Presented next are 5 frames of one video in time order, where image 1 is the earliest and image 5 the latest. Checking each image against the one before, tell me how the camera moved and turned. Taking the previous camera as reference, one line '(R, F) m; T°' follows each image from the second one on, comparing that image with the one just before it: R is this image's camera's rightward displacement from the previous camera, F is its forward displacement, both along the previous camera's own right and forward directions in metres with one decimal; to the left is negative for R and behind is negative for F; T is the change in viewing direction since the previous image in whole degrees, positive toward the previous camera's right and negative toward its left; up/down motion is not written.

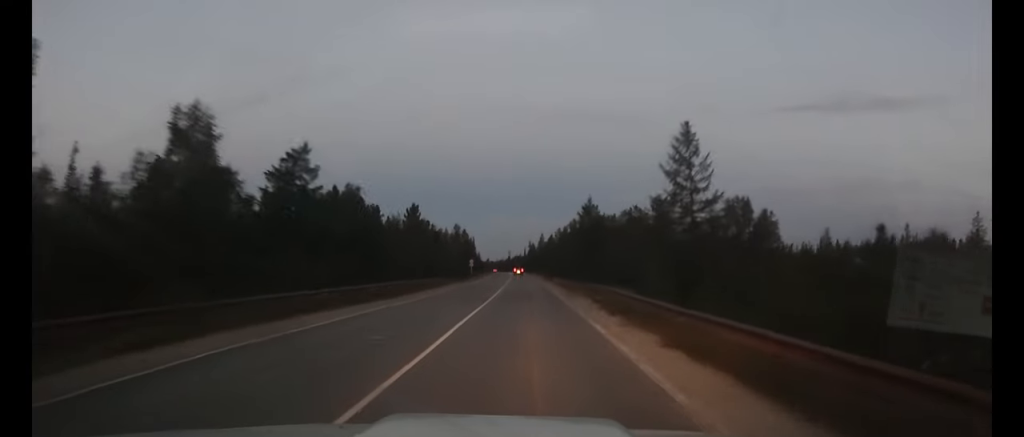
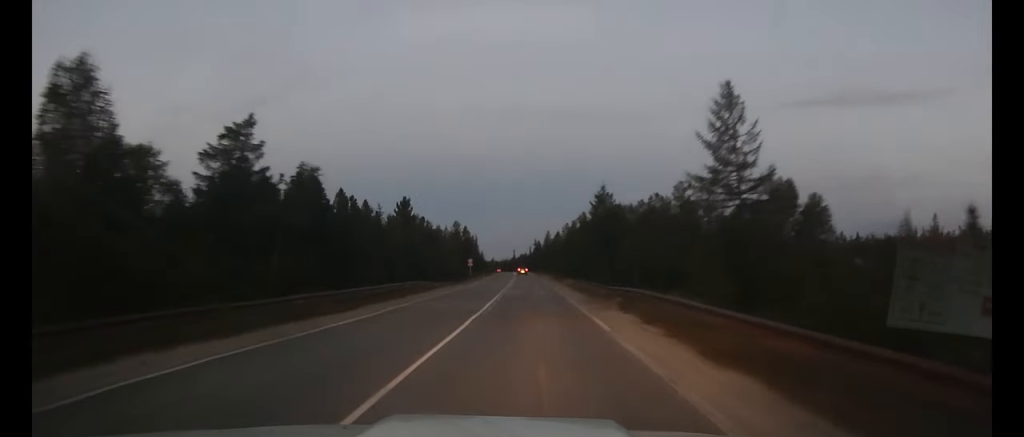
(0.0, +10.4) m; 0°
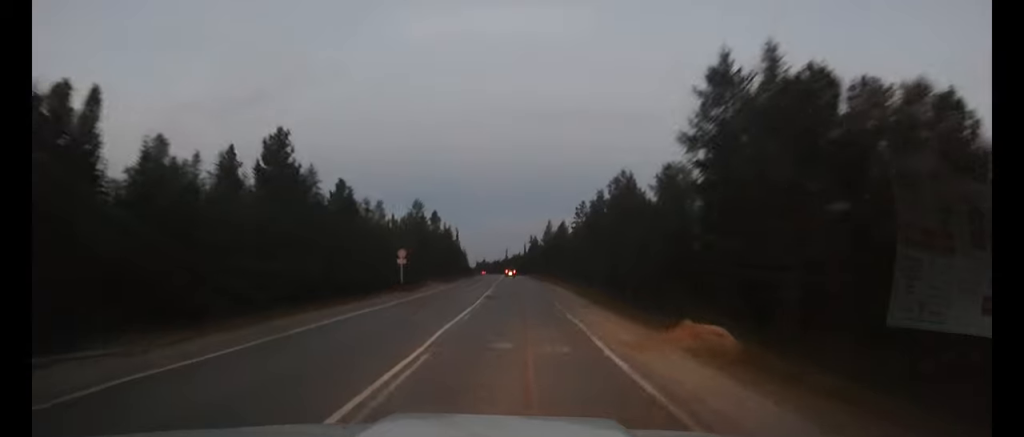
(-0.3, +45.7) m; 0°
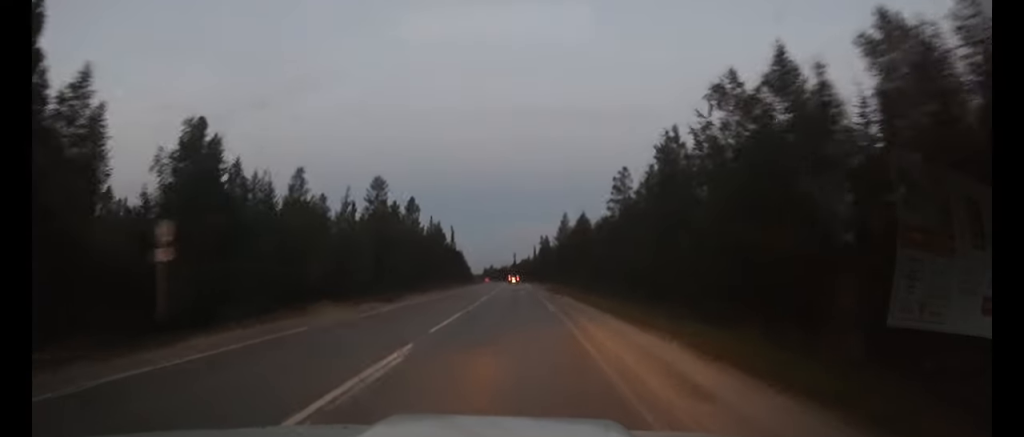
(0.0, +30.7) m; 0°
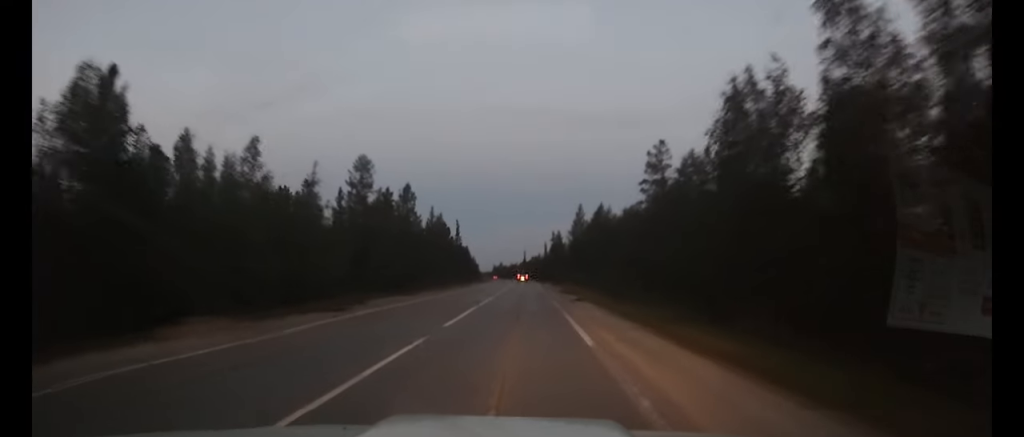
(0.0, +11.0) m; 0°
